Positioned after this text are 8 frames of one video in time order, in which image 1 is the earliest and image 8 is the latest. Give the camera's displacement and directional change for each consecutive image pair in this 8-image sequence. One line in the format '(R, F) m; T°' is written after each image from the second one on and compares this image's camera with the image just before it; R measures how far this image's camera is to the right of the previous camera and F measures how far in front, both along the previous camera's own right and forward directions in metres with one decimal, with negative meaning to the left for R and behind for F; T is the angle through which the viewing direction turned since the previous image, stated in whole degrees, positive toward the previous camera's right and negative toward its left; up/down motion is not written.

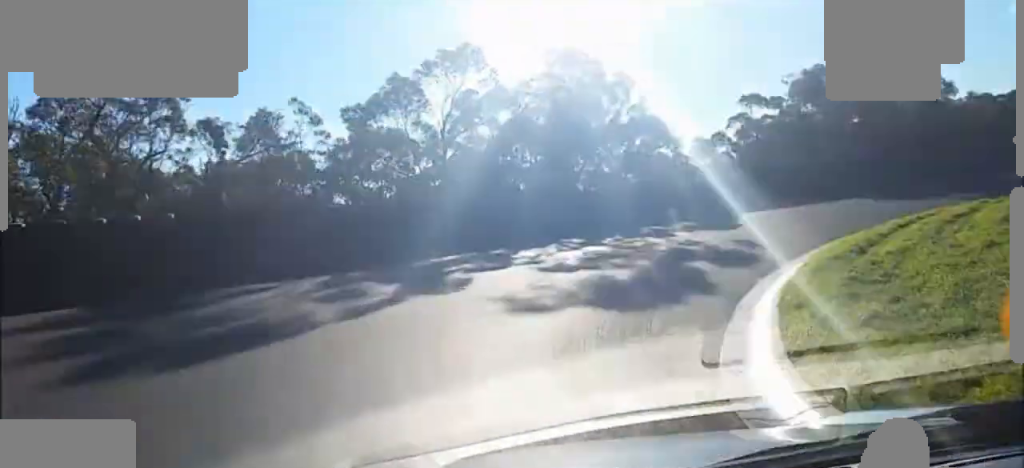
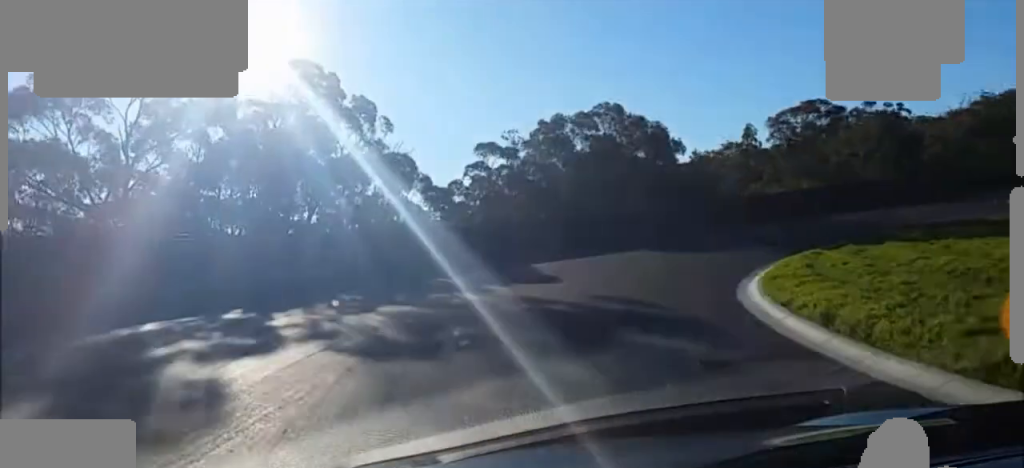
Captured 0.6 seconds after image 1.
(+2.0, +10.2) m; +15°
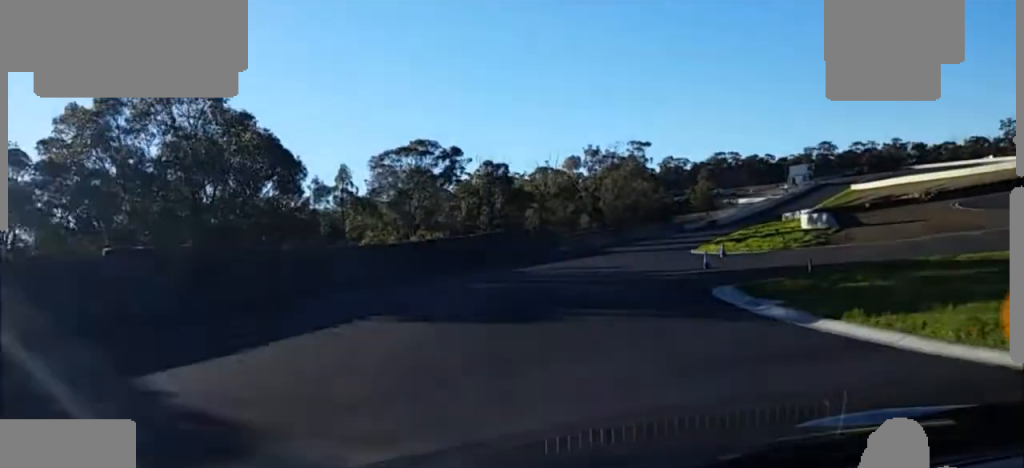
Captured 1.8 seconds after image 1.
(+2.6, +21.7) m; +20°
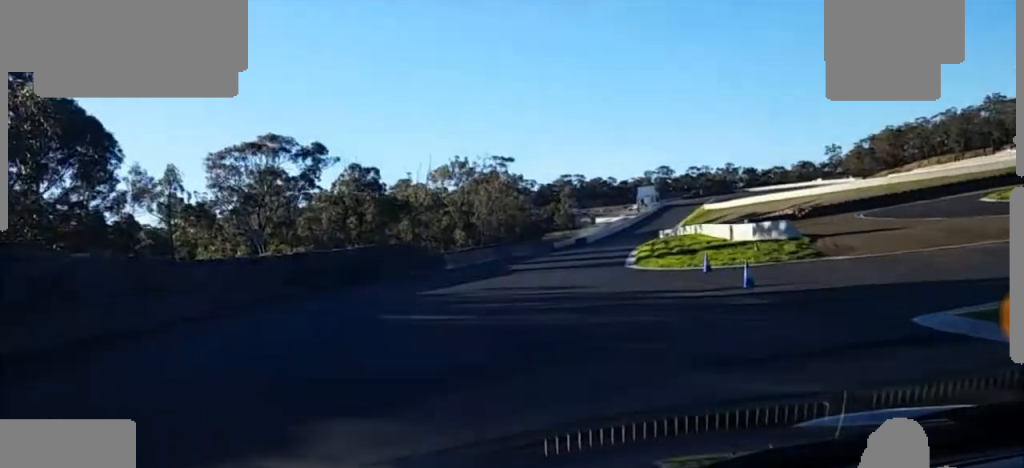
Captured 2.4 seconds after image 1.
(+0.6, +11.6) m; +13°
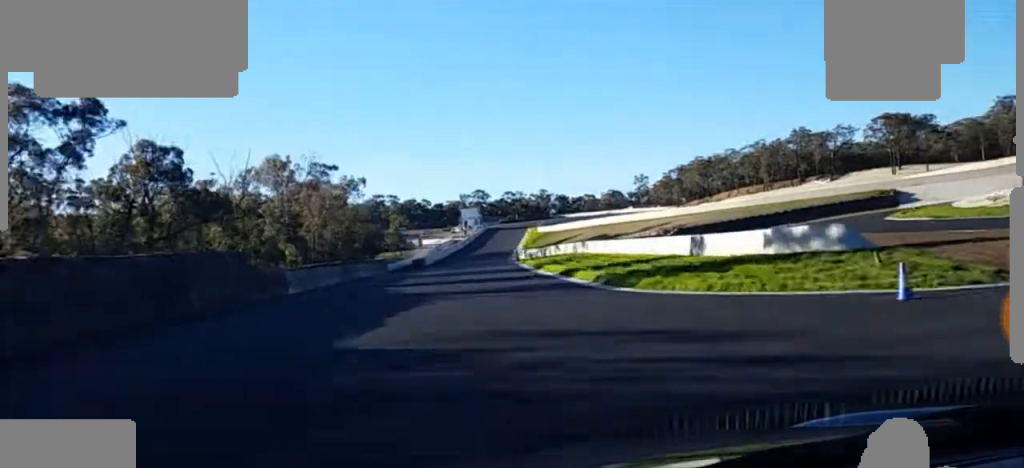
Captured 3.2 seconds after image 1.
(+2.1, +17.6) m; +22°
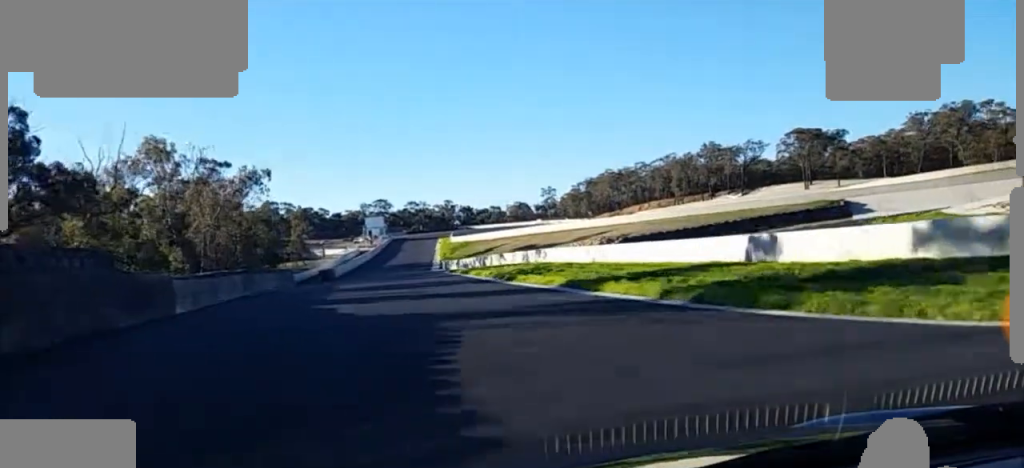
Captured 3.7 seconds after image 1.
(+2.8, +12.9) m; +11°
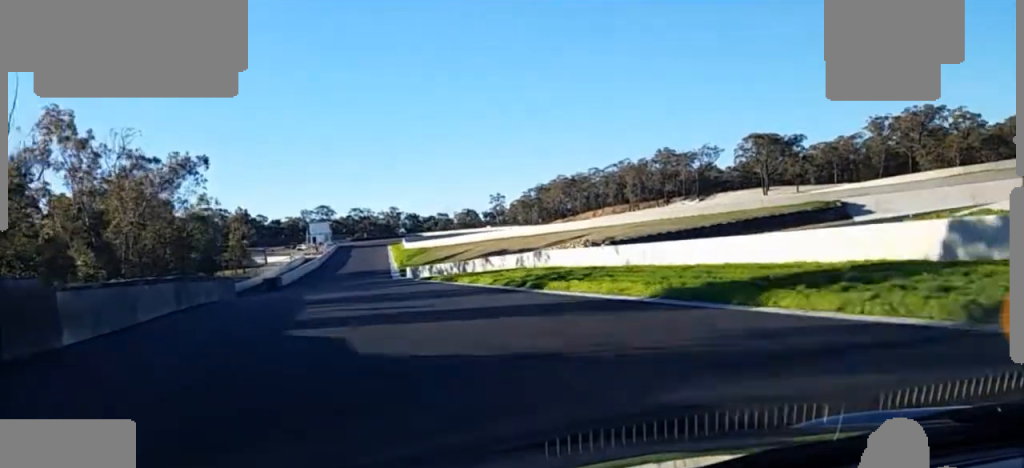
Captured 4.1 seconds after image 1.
(+1.9, +13.2) m; +9°
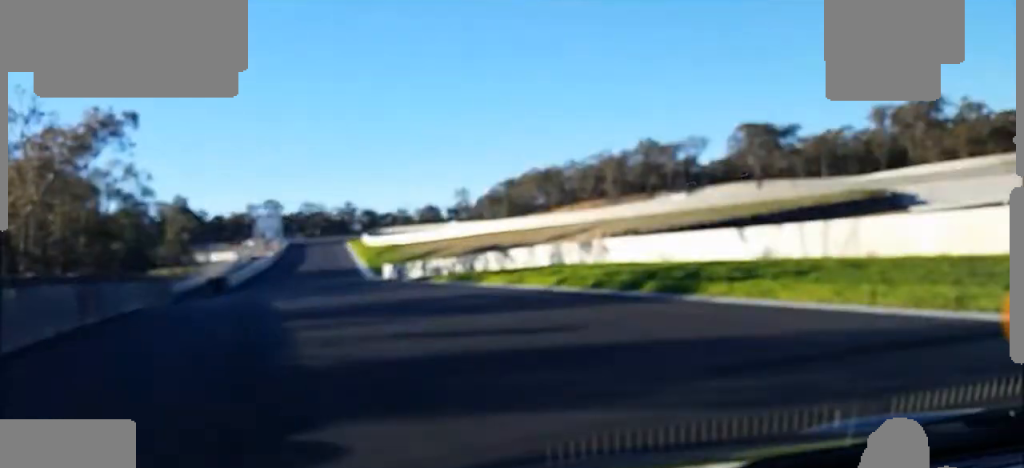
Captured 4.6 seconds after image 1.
(+0.8, +13.0) m; +3°
